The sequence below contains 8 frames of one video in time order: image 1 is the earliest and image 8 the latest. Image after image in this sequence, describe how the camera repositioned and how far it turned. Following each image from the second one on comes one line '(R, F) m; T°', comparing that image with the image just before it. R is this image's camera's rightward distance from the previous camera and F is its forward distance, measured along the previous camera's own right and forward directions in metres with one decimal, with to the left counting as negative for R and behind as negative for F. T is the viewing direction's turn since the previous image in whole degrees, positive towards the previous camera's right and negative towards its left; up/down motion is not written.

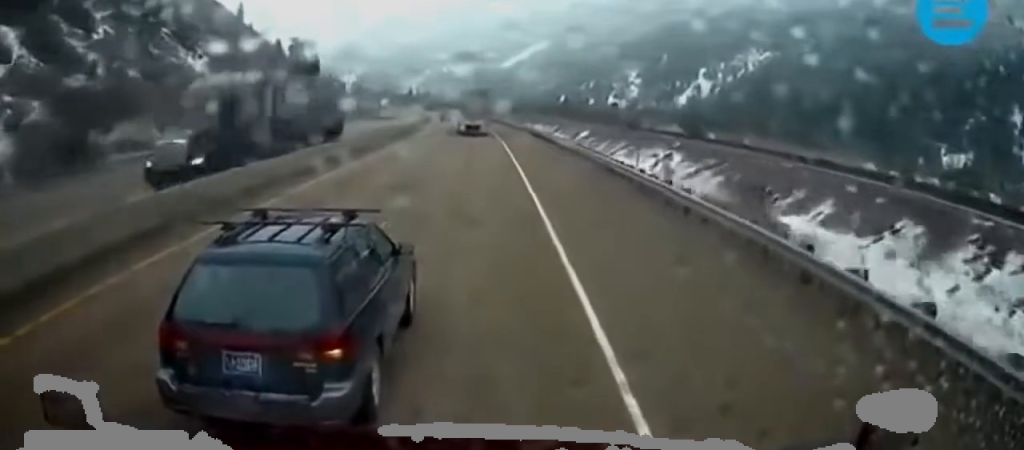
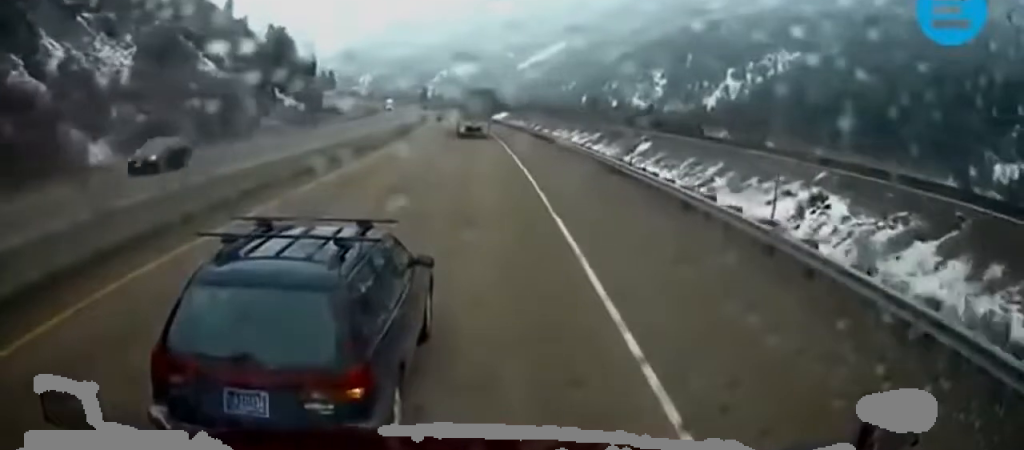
(-0.6, +45.3) m; -2°
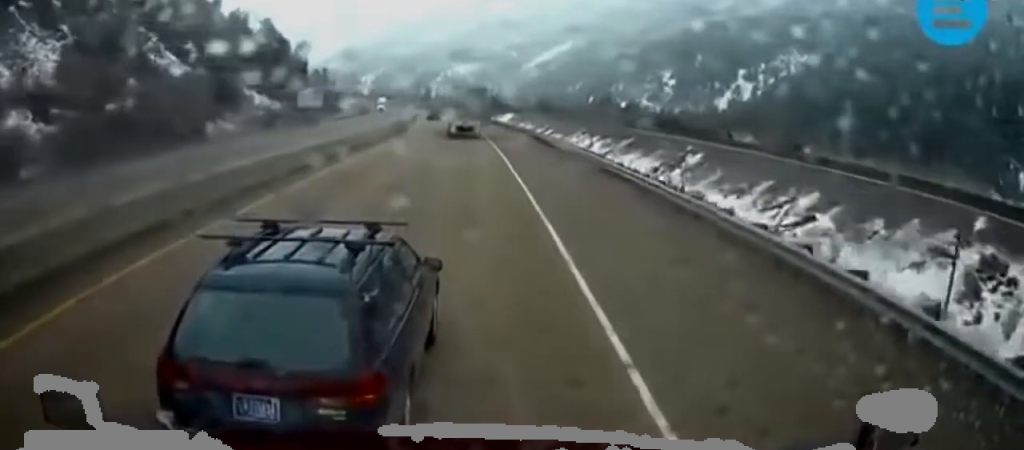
(-0.3, +25.0) m; -1°
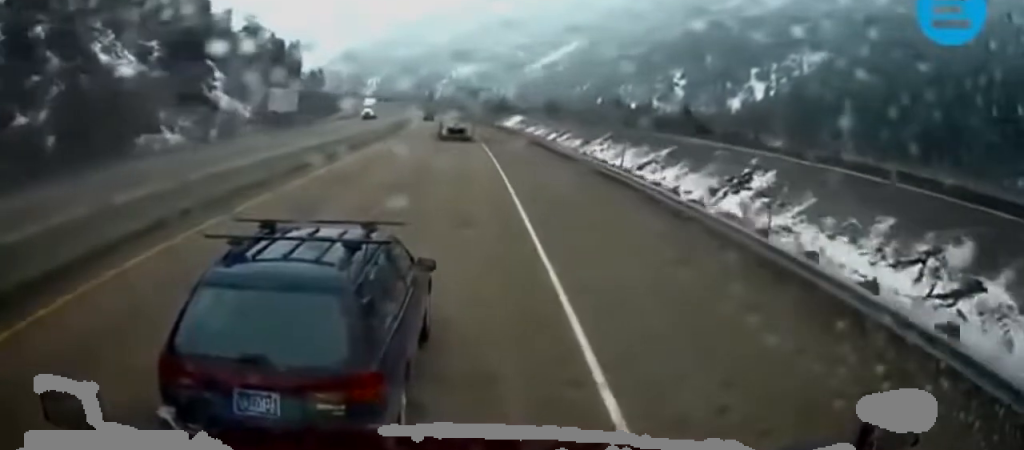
(-0.2, +21.8) m; -1°
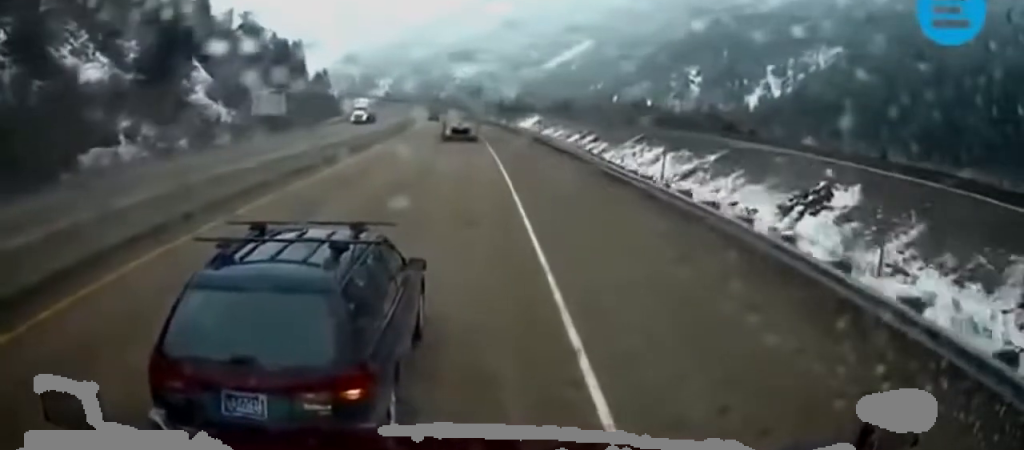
(0.0, +14.4) m; -1°
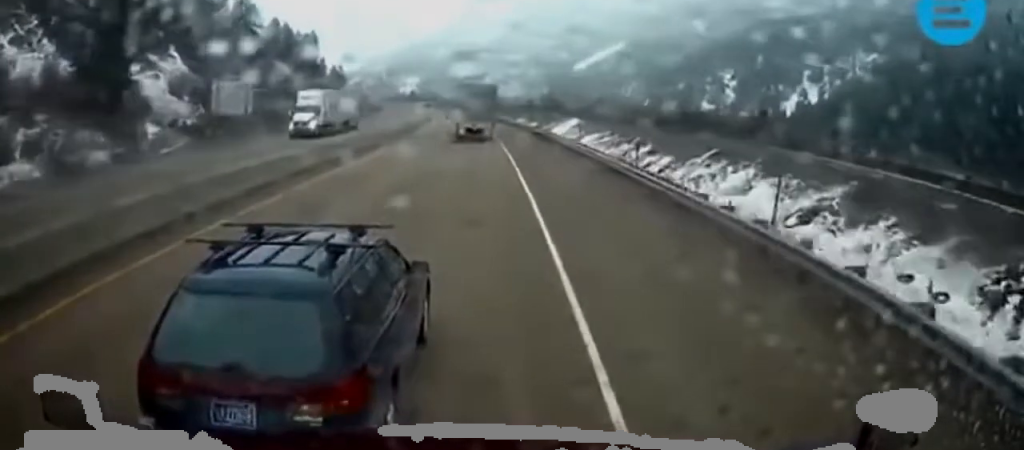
(-0.4, +24.6) m; -1°
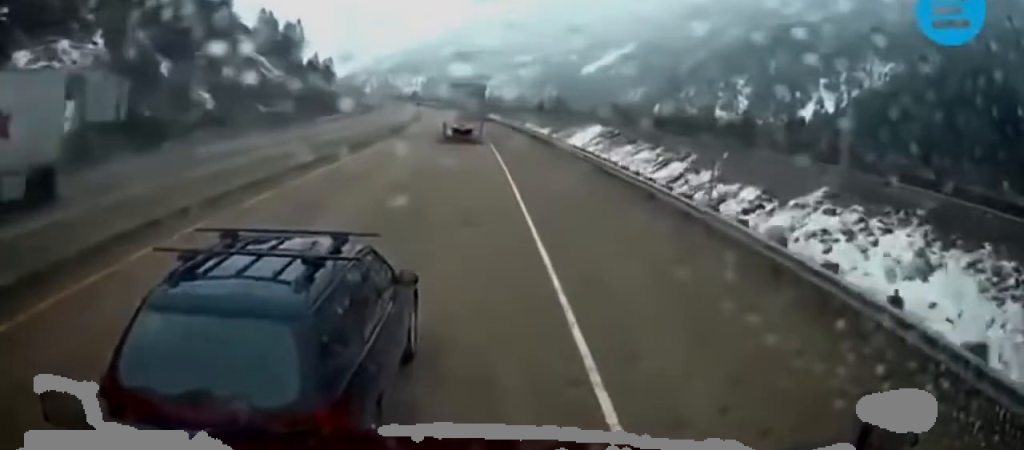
(-0.4, +29.6) m; -1°
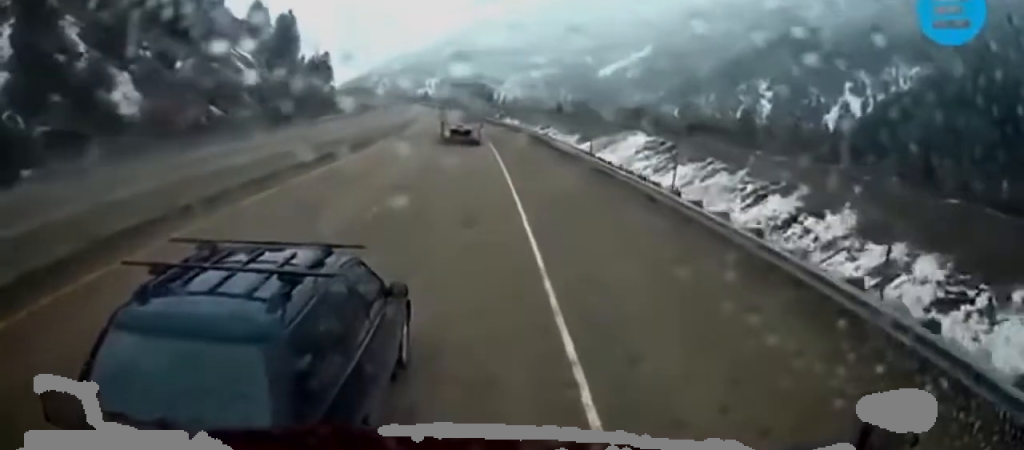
(-0.2, +27.4) m; -1°
